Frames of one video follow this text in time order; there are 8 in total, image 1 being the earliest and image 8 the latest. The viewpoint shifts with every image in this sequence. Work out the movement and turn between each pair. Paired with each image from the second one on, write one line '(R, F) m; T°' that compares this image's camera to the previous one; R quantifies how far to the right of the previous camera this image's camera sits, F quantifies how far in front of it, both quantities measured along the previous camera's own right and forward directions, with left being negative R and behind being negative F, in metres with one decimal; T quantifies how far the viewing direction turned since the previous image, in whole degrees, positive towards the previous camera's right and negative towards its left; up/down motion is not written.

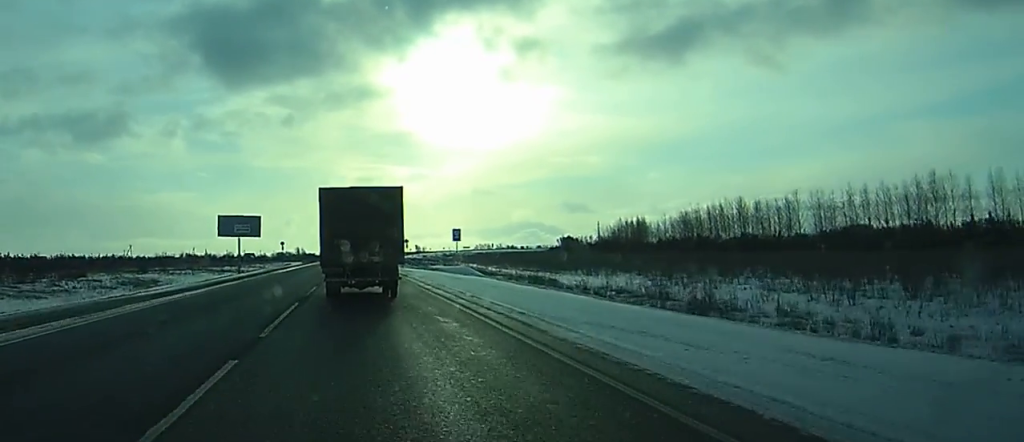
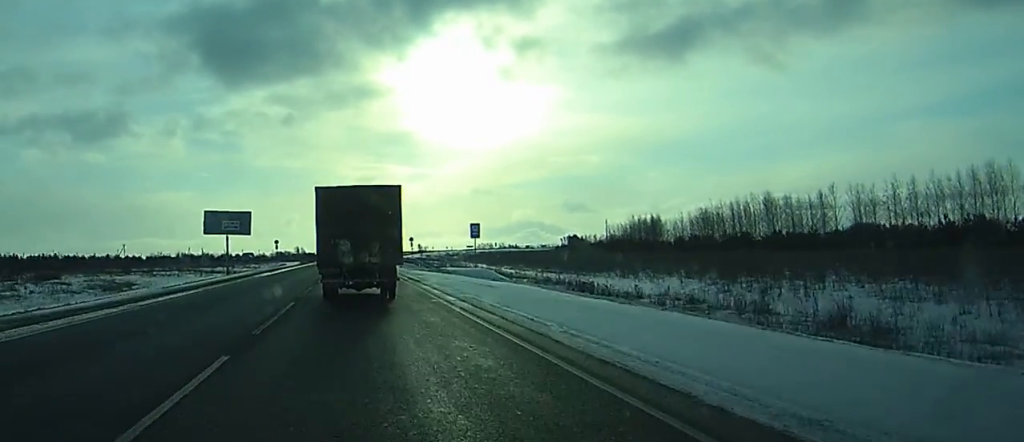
(0.0, +11.8) m; +1°
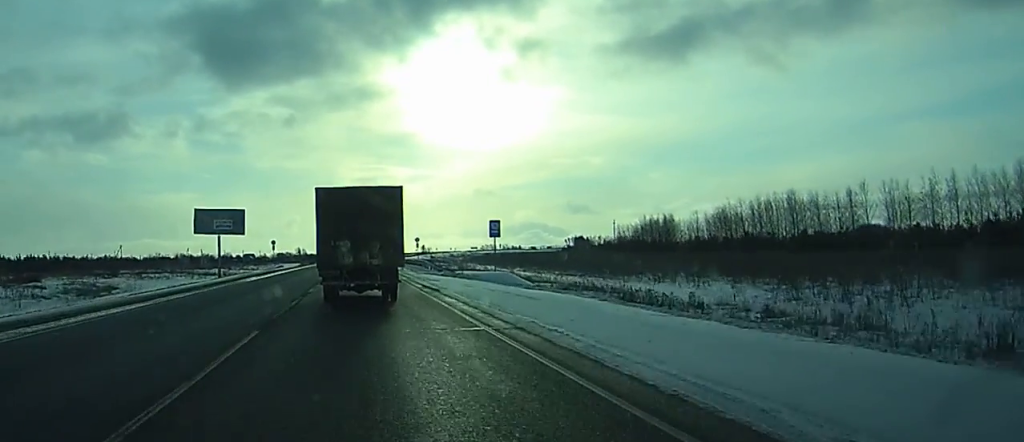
(0.0, +8.3) m; 0°
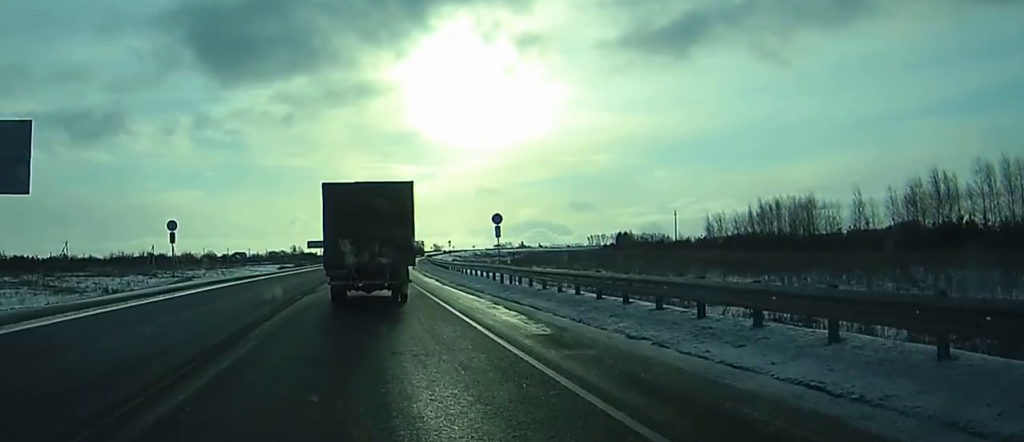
(-0.2, +69.5) m; -2°
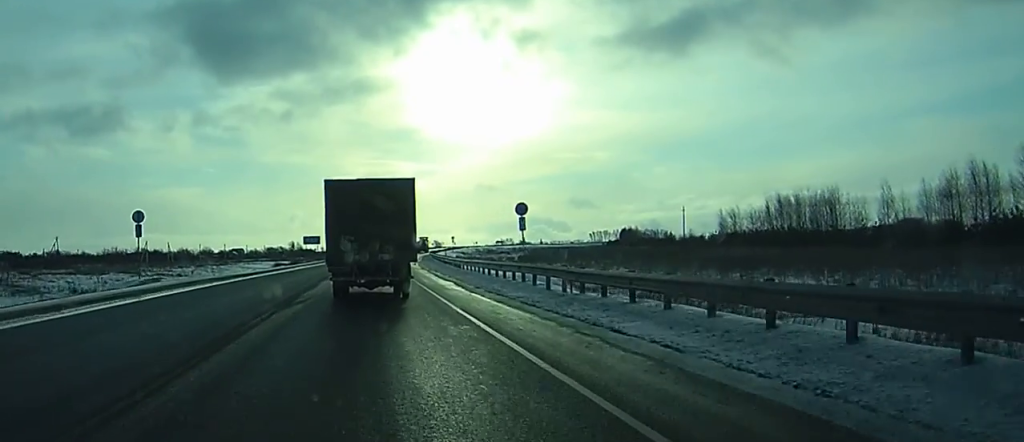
(0.0, +8.4) m; 0°
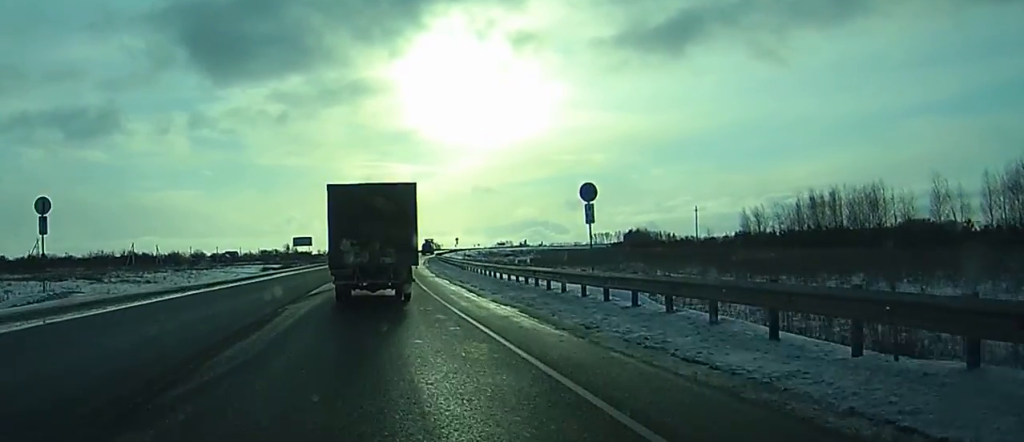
(-0.1, +14.1) m; 0°
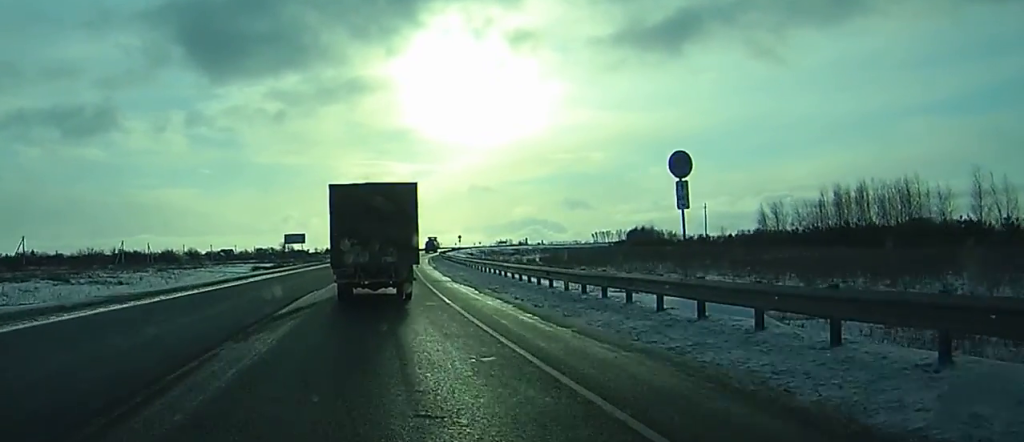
(+0.1, +9.6) m; 0°
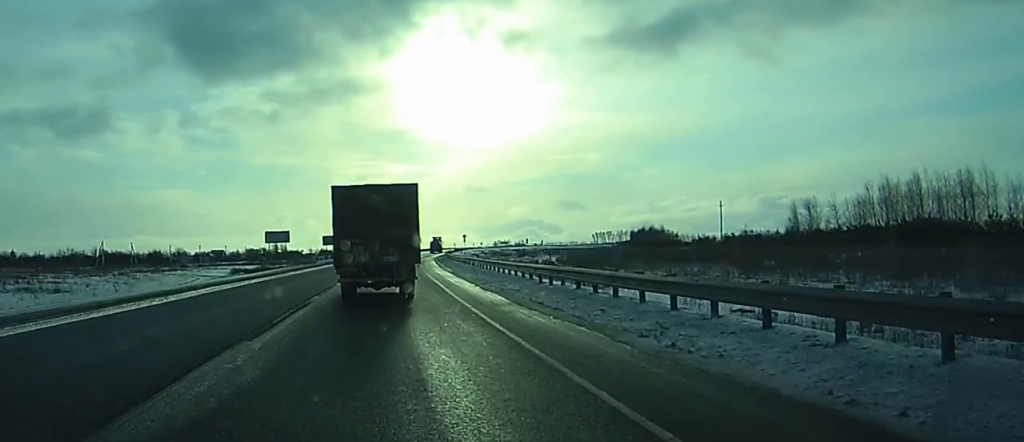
(+0.2, +15.9) m; +1°
